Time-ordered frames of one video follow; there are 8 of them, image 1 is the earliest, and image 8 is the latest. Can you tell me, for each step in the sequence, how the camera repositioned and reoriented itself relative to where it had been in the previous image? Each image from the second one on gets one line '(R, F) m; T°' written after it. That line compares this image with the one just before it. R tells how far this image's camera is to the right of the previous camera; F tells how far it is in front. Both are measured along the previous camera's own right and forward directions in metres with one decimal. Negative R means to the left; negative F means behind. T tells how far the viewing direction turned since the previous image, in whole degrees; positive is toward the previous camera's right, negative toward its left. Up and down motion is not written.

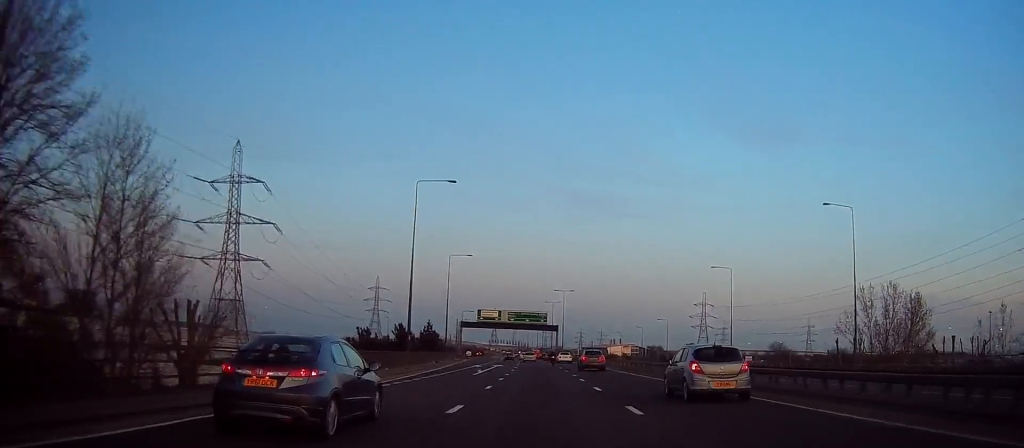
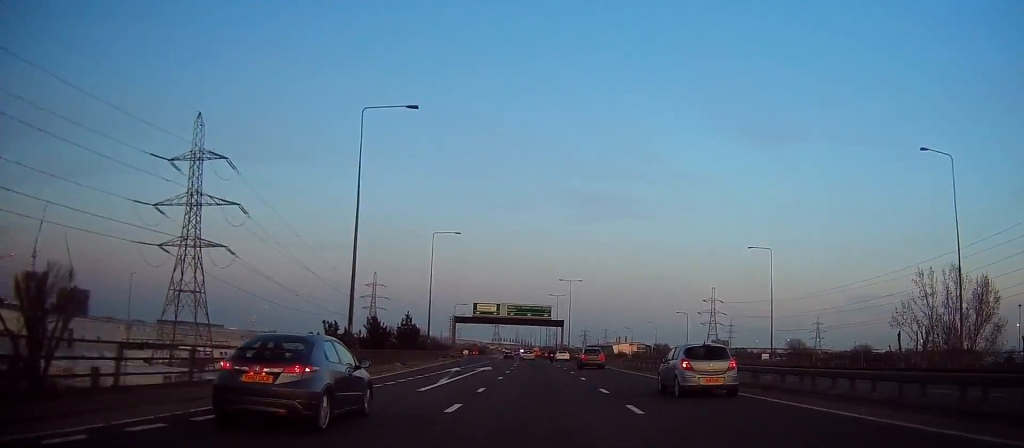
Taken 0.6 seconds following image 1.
(-0.3, +17.3) m; 0°
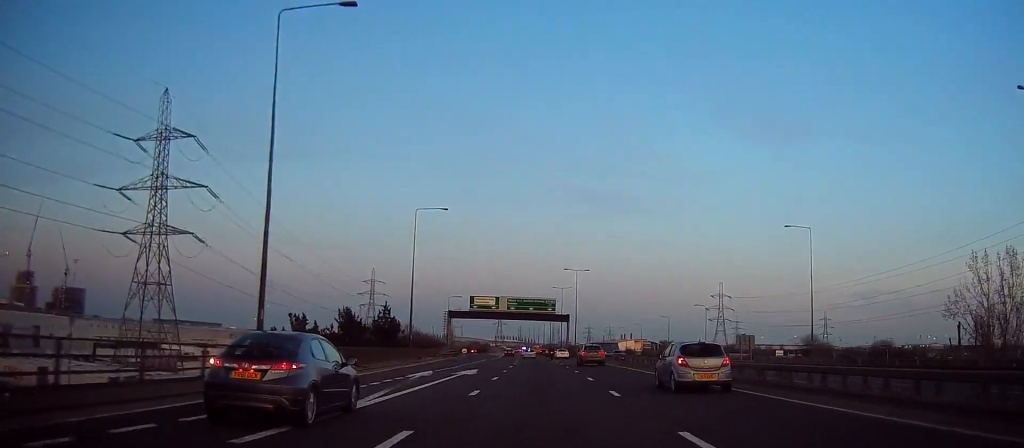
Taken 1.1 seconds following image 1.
(+0.1, +12.6) m; -1°
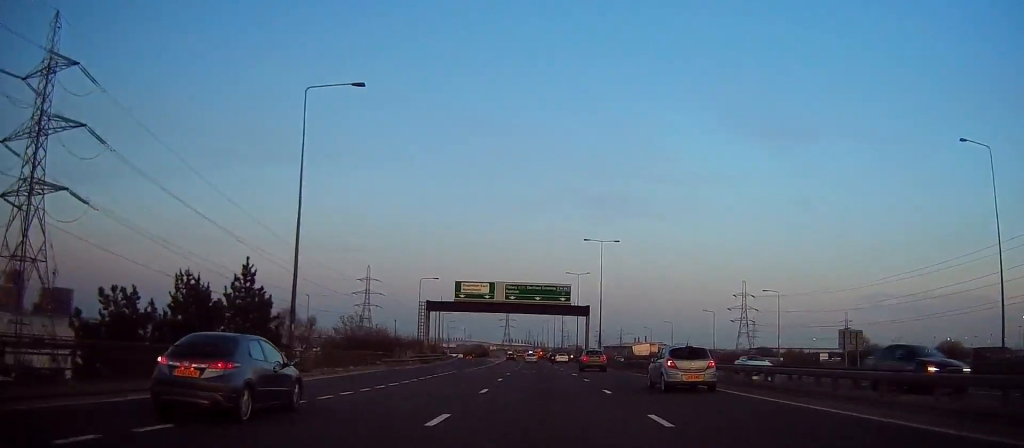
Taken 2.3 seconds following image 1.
(-0.5, +34.2) m; -1°
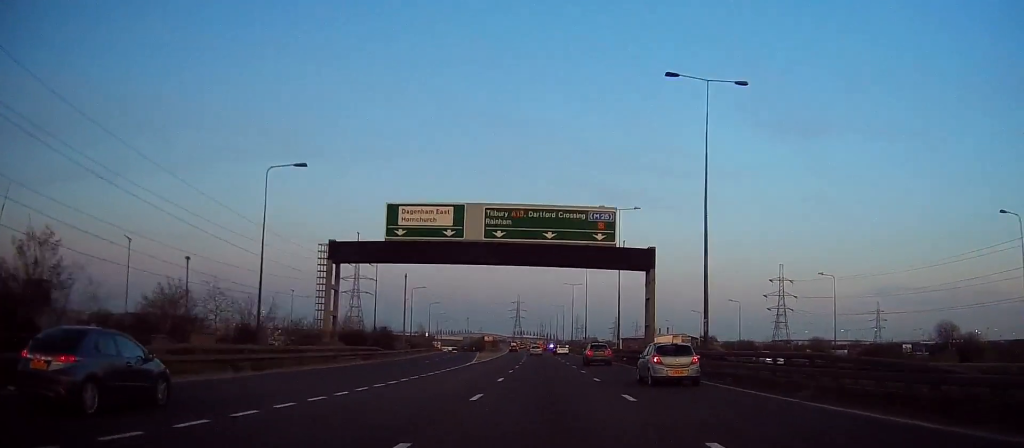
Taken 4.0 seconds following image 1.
(+0.2, +48.7) m; -1°
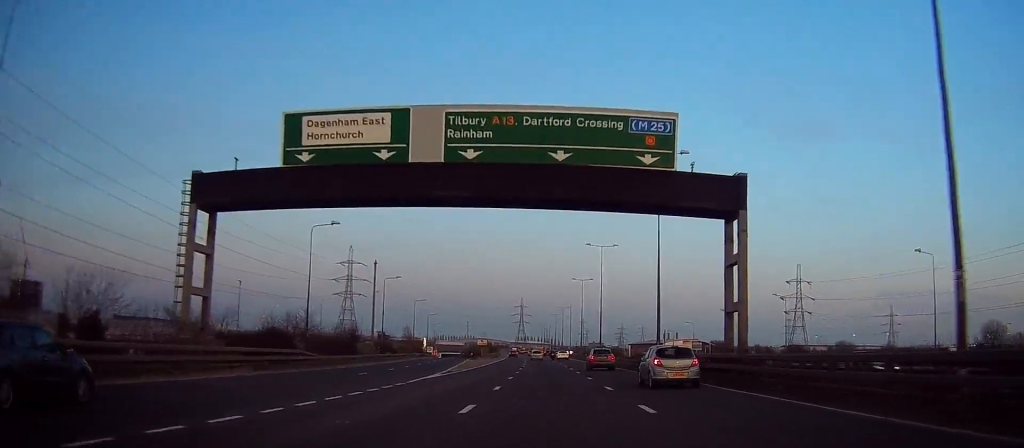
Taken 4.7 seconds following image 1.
(-0.7, +21.0) m; -1°
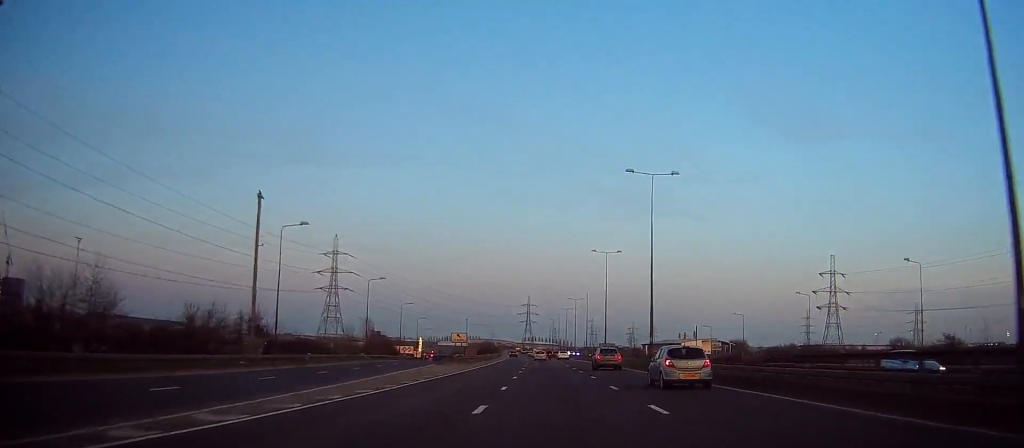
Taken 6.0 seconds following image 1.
(+0.2, +36.5) m; 0°
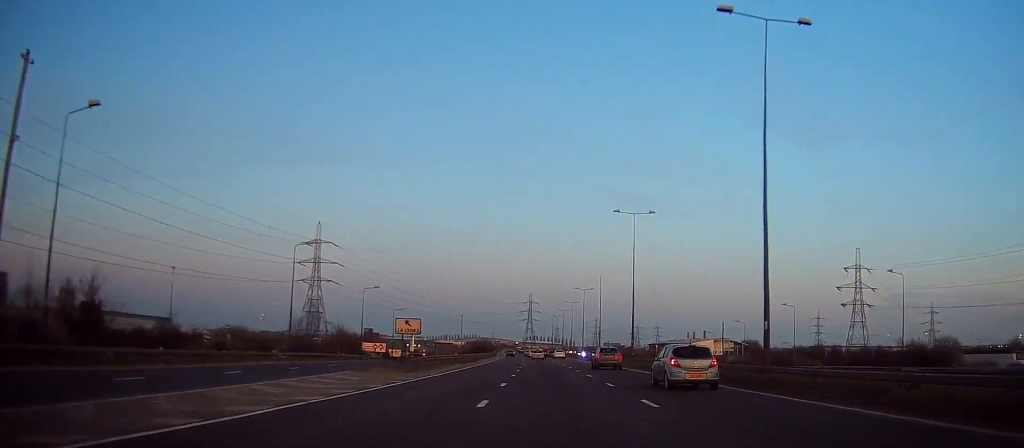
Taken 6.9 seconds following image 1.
(-0.3, +26.6) m; 0°
